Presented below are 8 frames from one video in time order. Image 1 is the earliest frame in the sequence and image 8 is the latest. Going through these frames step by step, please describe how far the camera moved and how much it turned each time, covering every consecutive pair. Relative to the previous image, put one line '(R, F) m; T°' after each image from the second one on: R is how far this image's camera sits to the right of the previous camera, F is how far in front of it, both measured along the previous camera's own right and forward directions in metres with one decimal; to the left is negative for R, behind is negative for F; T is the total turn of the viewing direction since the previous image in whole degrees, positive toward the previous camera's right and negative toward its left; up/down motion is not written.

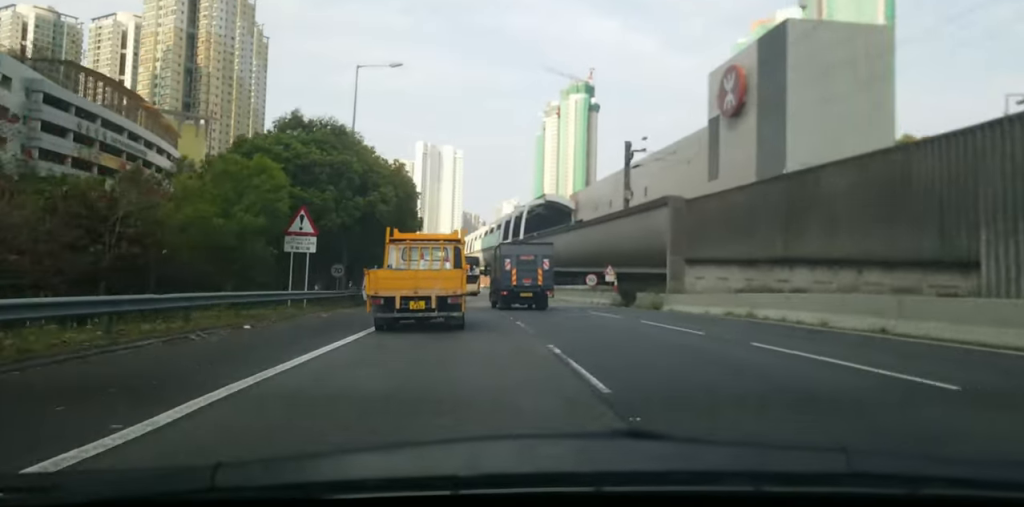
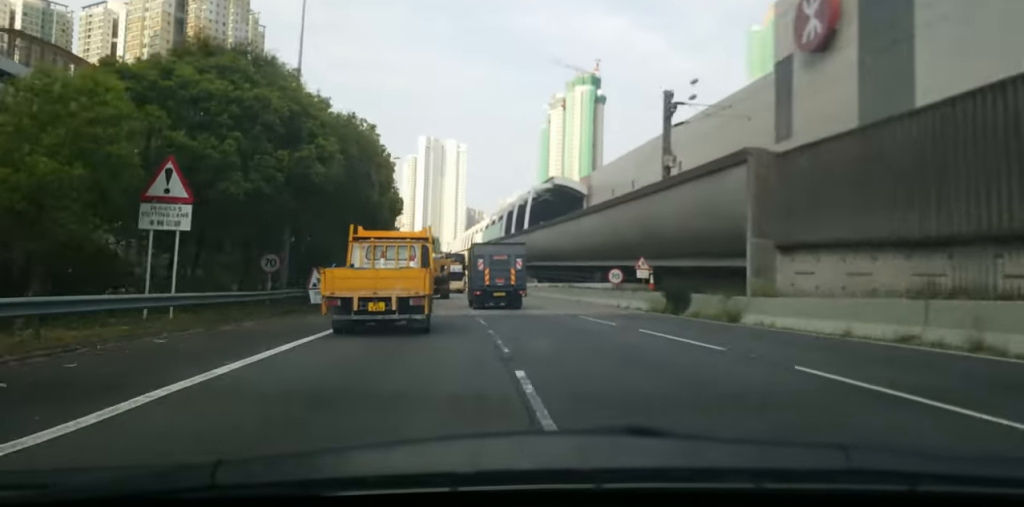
(+0.4, +13.1) m; -1°
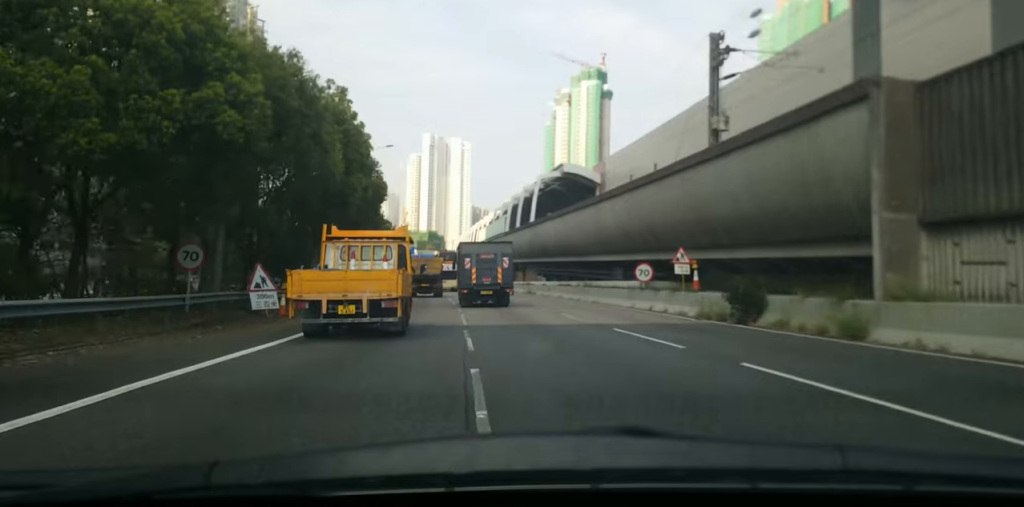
(-0.4, +8.8) m; -2°
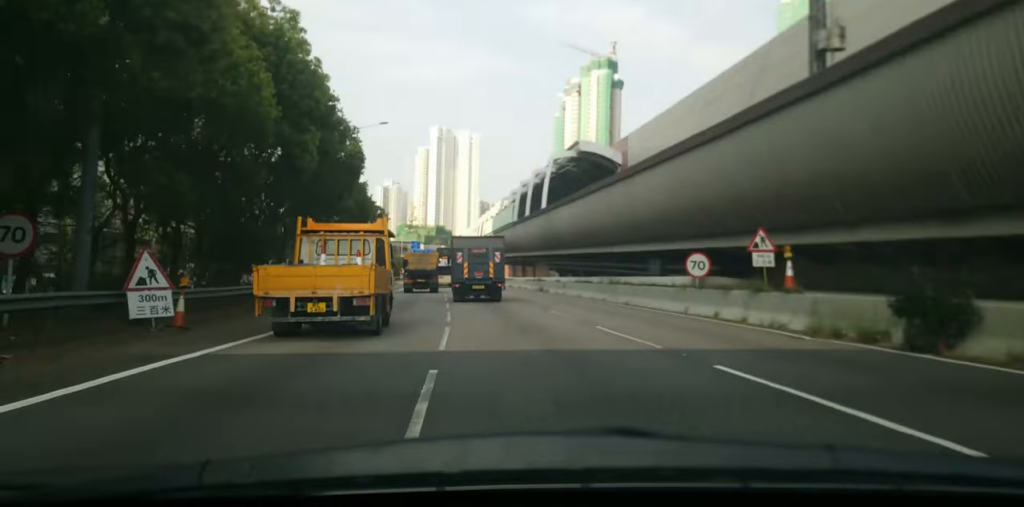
(-0.2, +8.8) m; -2°
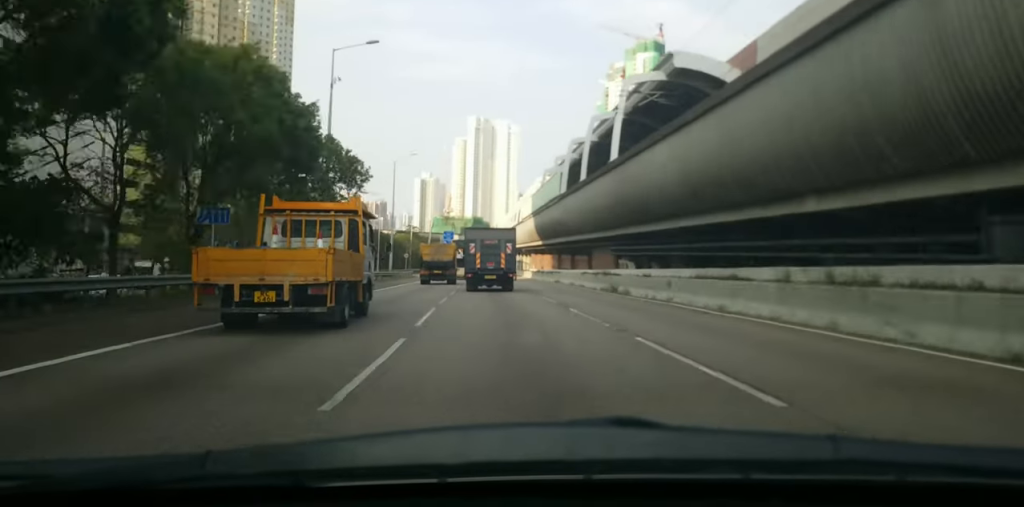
(-0.4, +25.6) m; -1°
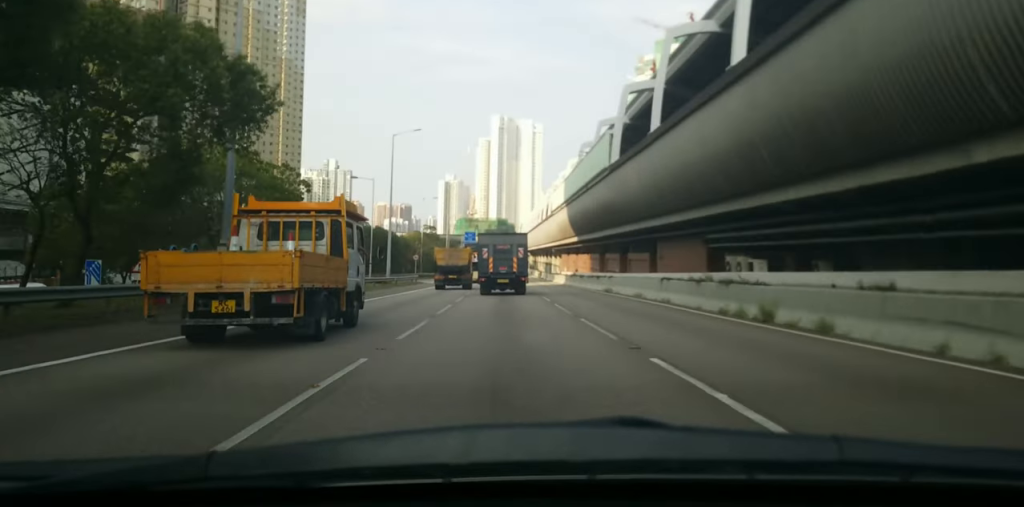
(0.0, +20.9) m; 0°
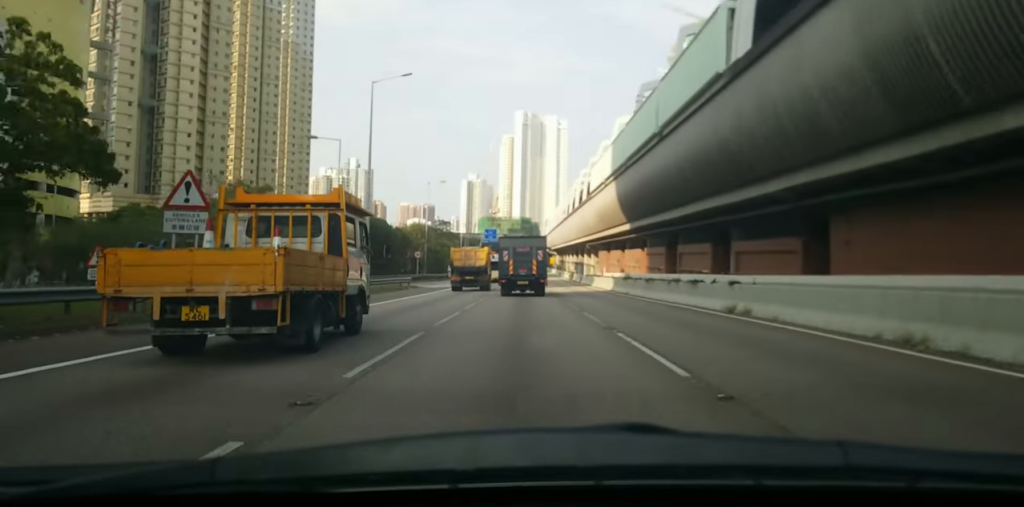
(-0.2, +22.6) m; -1°
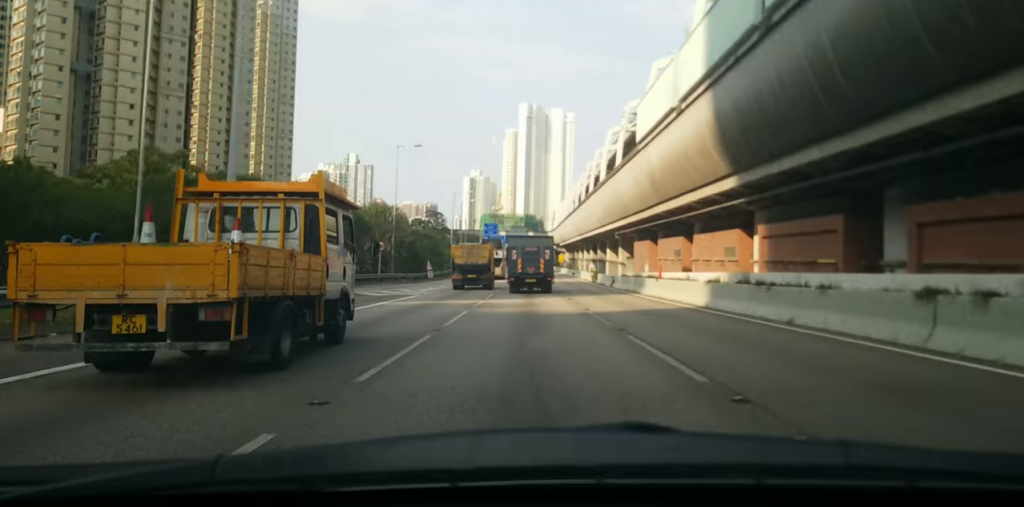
(-0.1, +27.6) m; +1°
